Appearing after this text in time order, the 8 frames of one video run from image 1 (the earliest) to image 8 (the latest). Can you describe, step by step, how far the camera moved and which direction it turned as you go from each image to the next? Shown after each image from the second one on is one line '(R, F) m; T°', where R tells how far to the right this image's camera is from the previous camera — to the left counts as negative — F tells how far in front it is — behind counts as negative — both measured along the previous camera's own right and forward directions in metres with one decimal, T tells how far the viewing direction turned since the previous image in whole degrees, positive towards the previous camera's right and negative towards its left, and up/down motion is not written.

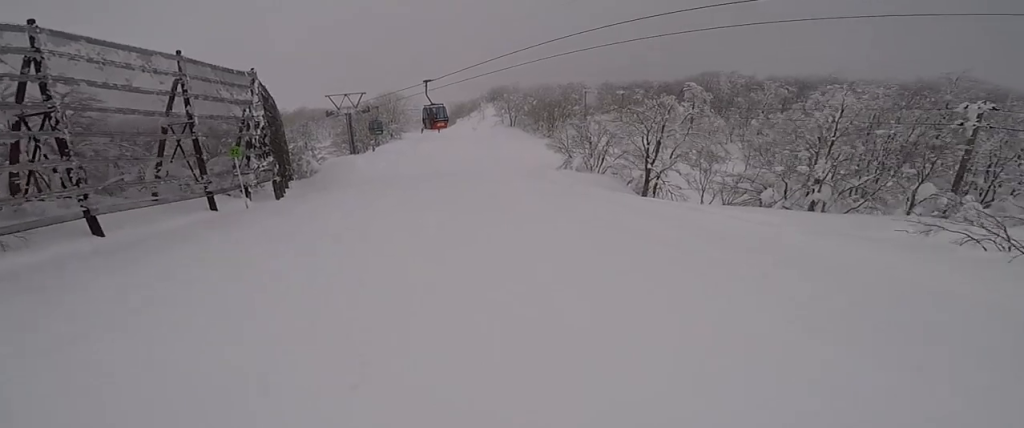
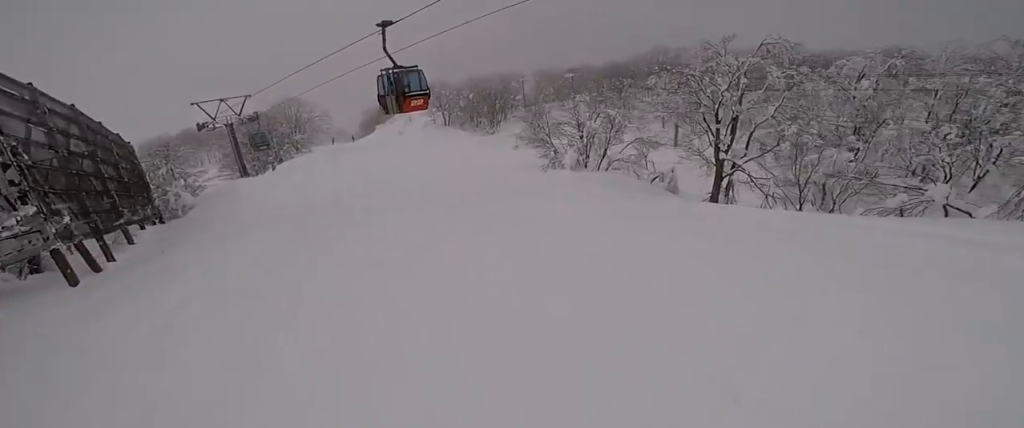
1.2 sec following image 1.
(+1.5, +10.8) m; +12°
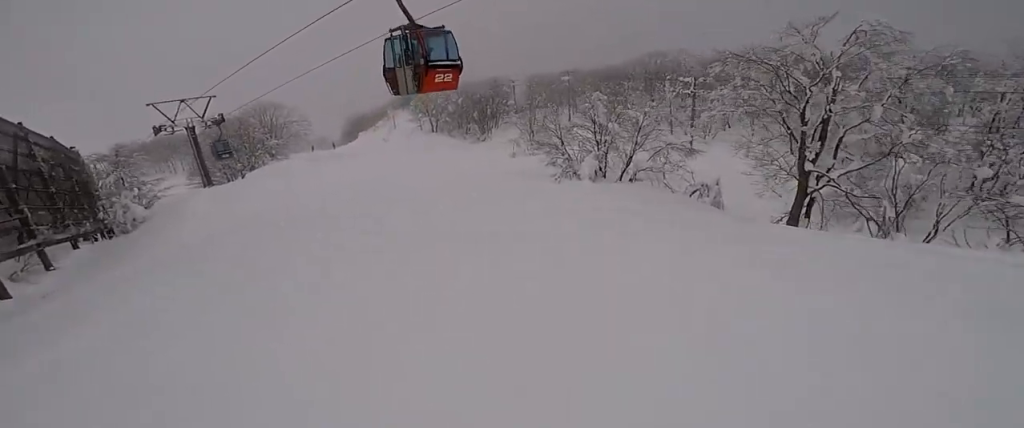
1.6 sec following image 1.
(+0.1, +4.3) m; -1°
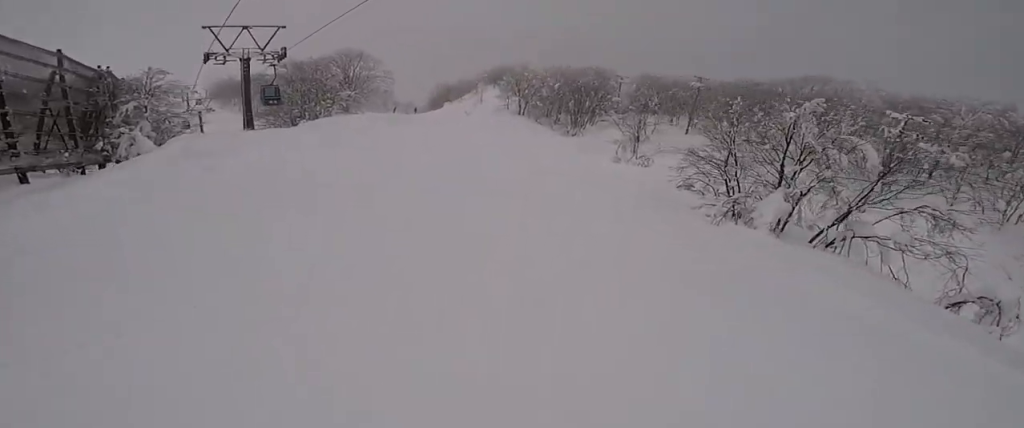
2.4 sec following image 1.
(0.0, +7.8) m; -6°
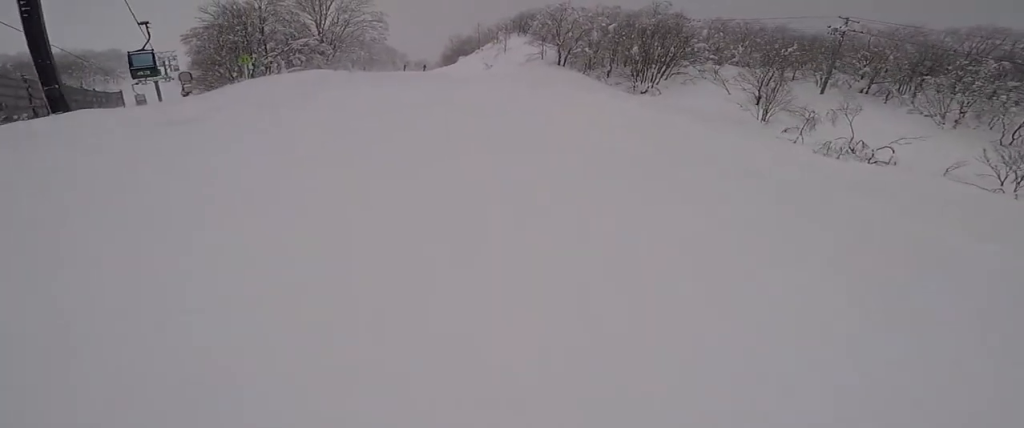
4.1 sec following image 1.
(-1.0, +15.3) m; -4°
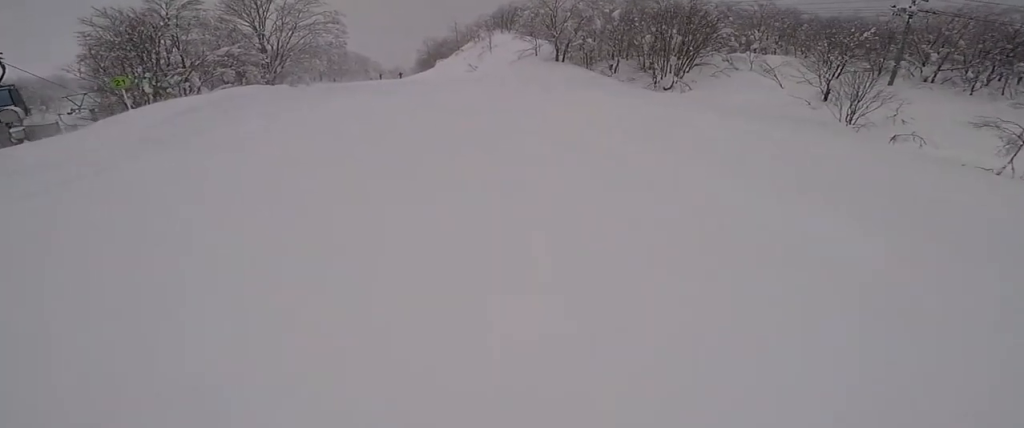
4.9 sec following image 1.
(-0.2, +6.9) m; -3°
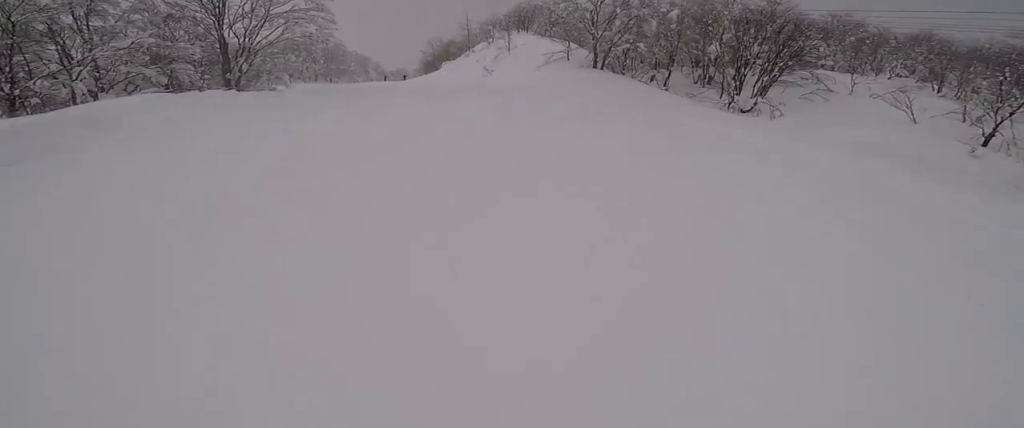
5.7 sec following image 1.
(-0.2, +7.1) m; -2°
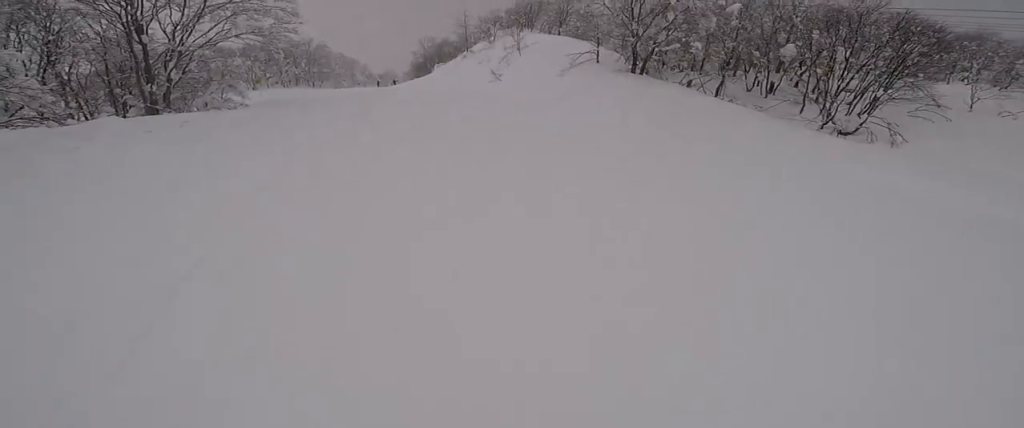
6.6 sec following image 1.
(0.0, +6.9) m; +1°
